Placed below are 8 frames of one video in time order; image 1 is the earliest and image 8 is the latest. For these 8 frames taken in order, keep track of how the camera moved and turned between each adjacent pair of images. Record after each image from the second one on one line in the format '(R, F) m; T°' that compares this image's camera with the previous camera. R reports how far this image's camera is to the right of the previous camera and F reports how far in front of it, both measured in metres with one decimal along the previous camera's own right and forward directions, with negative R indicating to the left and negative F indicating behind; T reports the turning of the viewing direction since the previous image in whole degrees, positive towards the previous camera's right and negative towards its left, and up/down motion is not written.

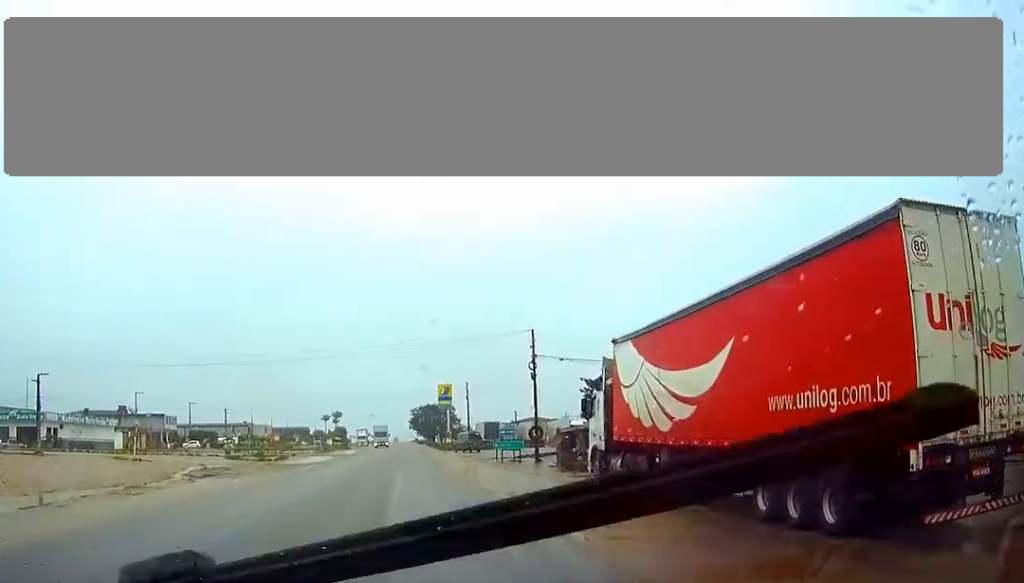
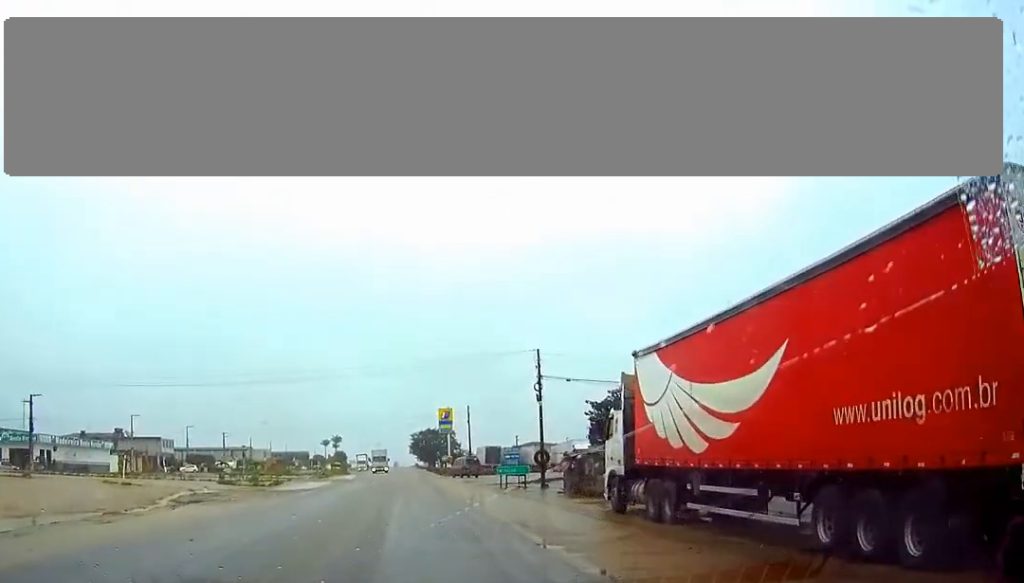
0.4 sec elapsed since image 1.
(-0.1, +2.1) m; 0°
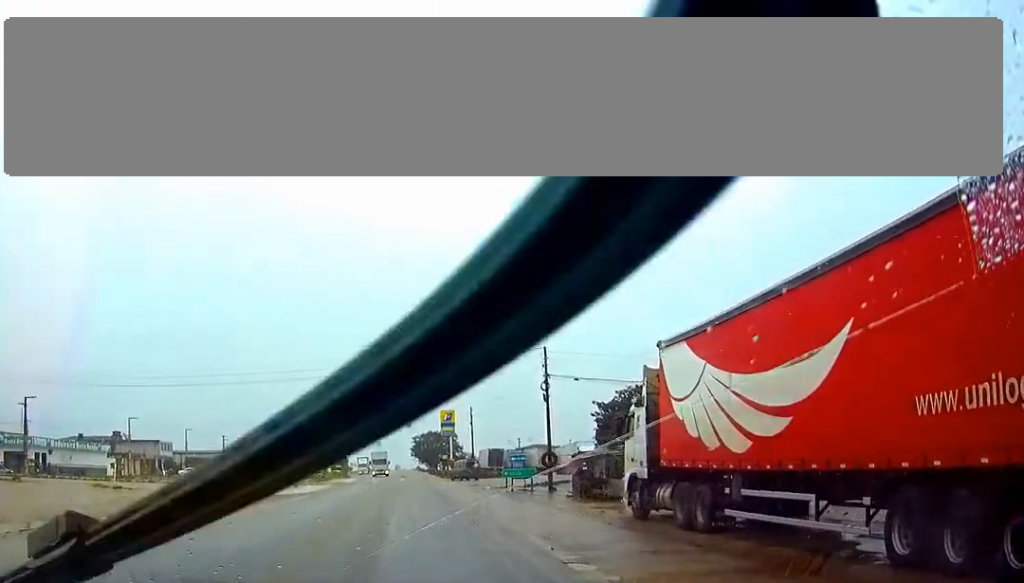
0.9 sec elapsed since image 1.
(0.0, +2.4) m; 0°
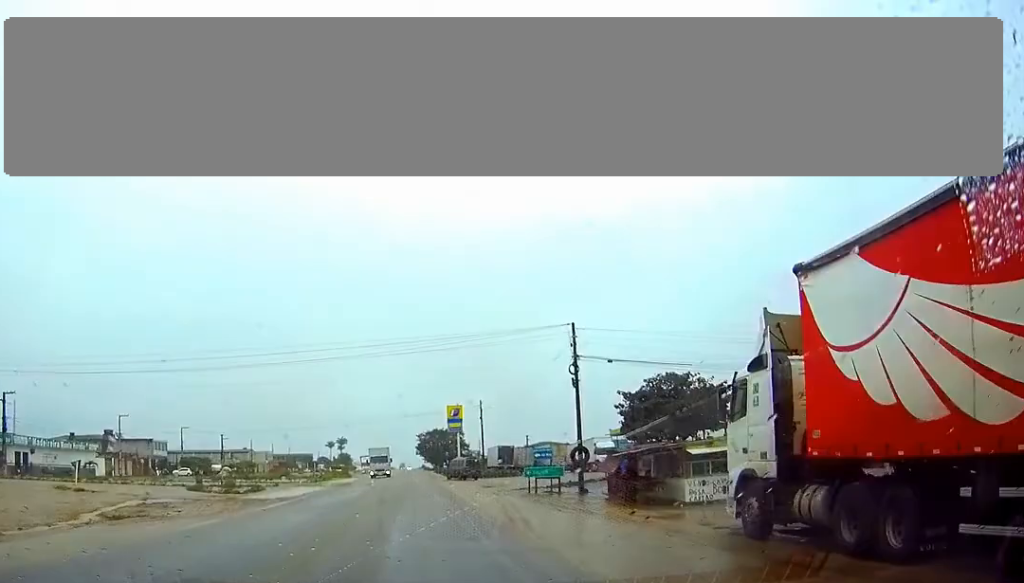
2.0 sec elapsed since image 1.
(0.0, +7.4) m; 0°
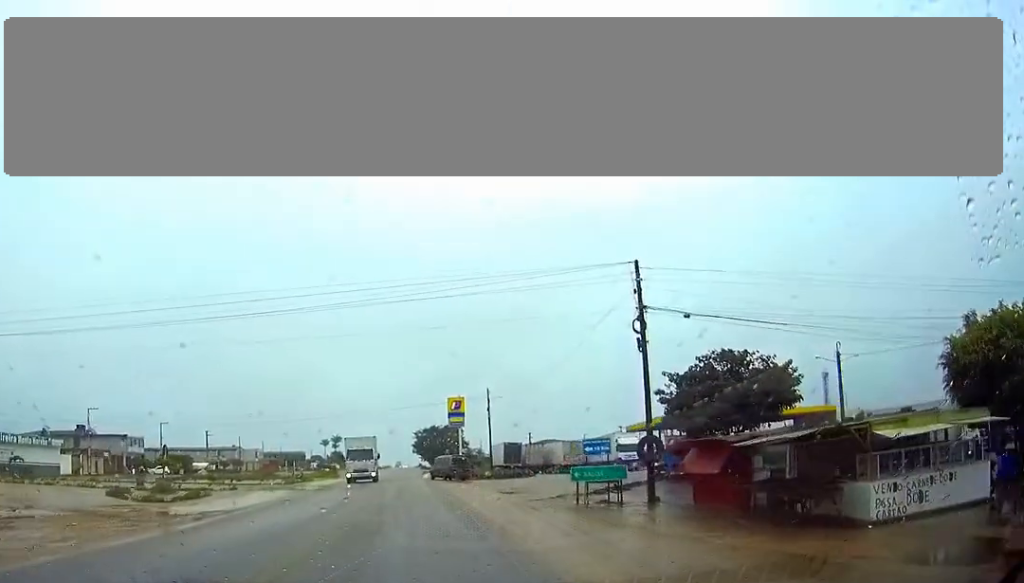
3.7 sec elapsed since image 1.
(0.0, +13.0) m; 0°
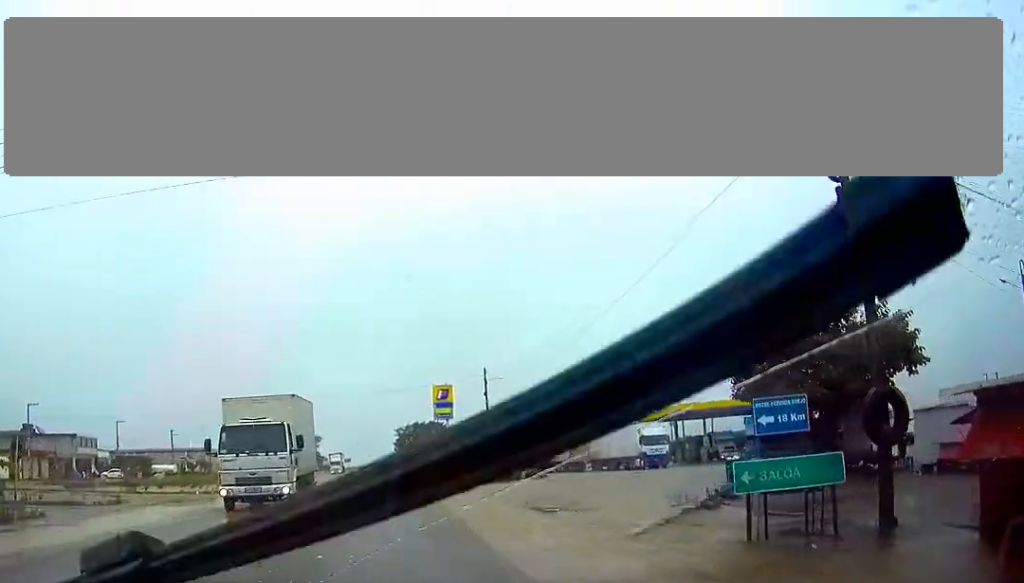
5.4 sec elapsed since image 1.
(+0.1, +15.7) m; +1°
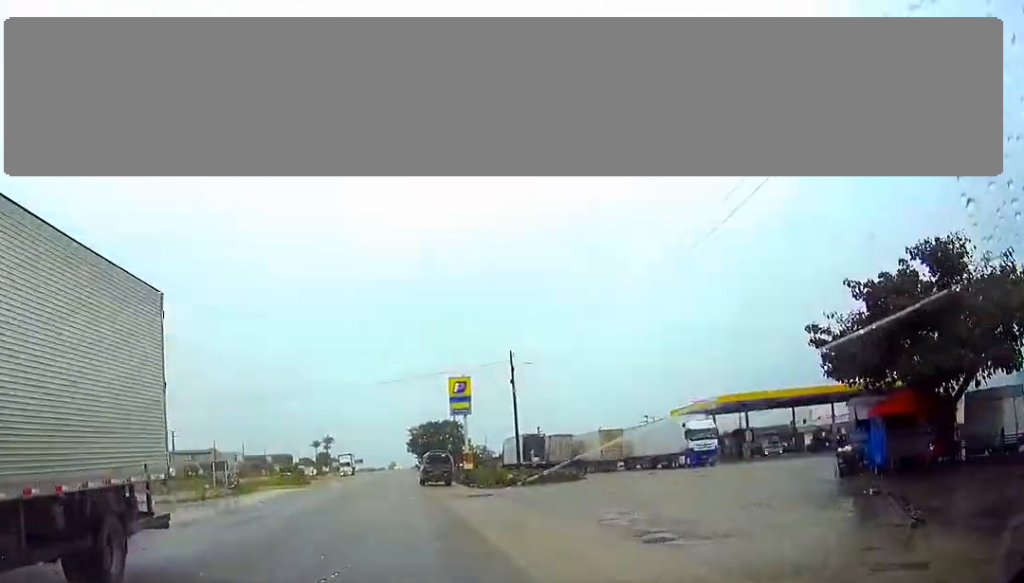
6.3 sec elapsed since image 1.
(0.0, +9.3) m; -1°
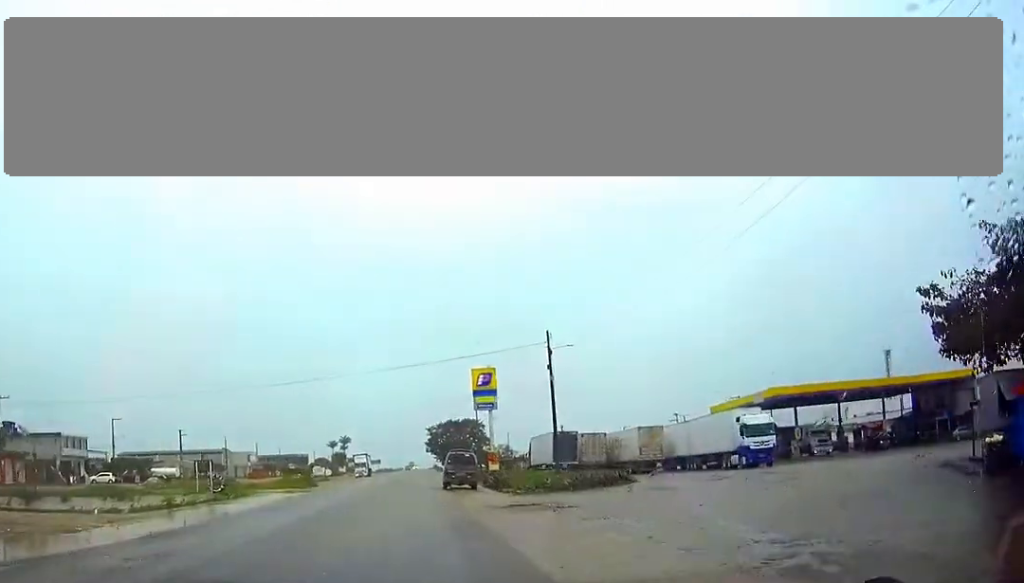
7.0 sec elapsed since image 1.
(-0.2, +8.0) m; -2°
